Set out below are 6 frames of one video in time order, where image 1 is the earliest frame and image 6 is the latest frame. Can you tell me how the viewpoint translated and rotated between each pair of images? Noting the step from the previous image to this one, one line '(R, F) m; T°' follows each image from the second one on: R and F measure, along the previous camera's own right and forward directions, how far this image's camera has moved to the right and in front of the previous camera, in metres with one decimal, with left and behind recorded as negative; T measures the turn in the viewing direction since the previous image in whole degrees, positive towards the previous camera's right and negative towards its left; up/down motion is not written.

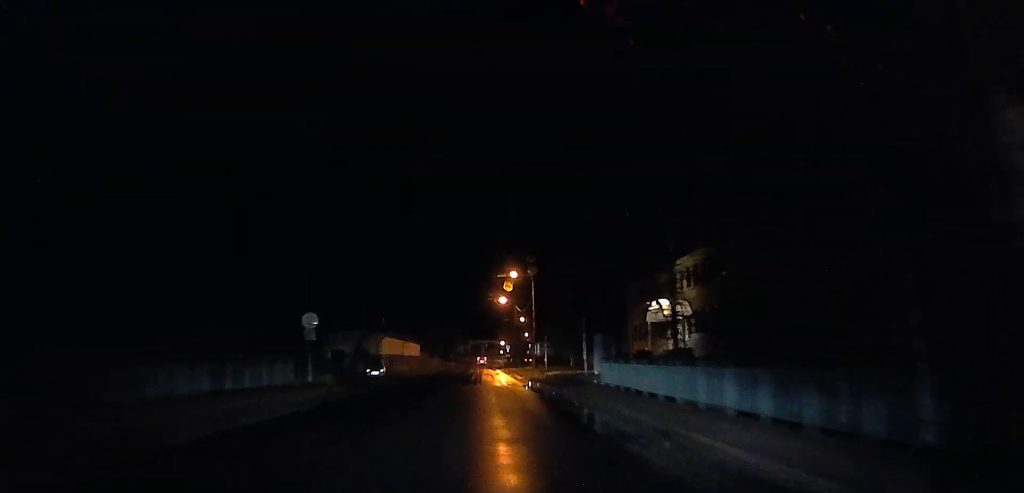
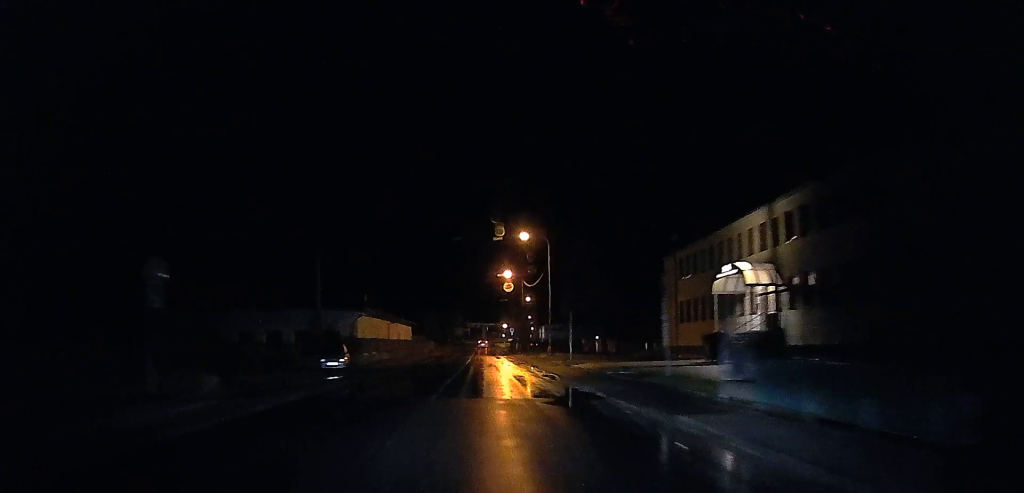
(0.0, +15.3) m; 0°
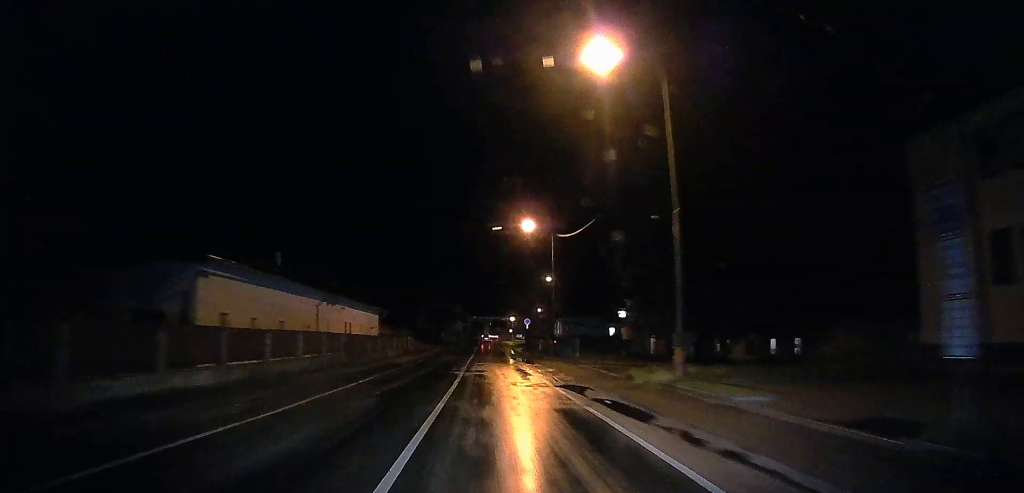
(0.0, +35.1) m; 0°
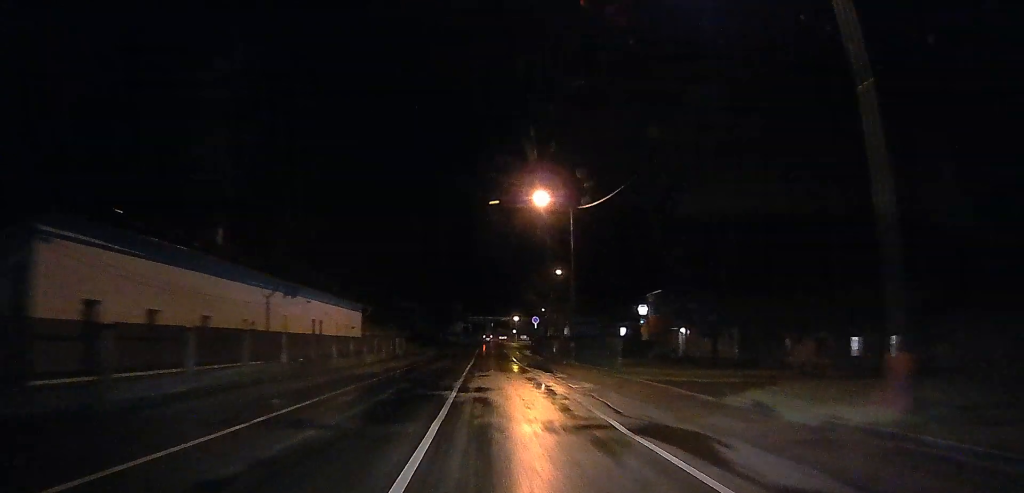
(0.0, +10.7) m; 0°
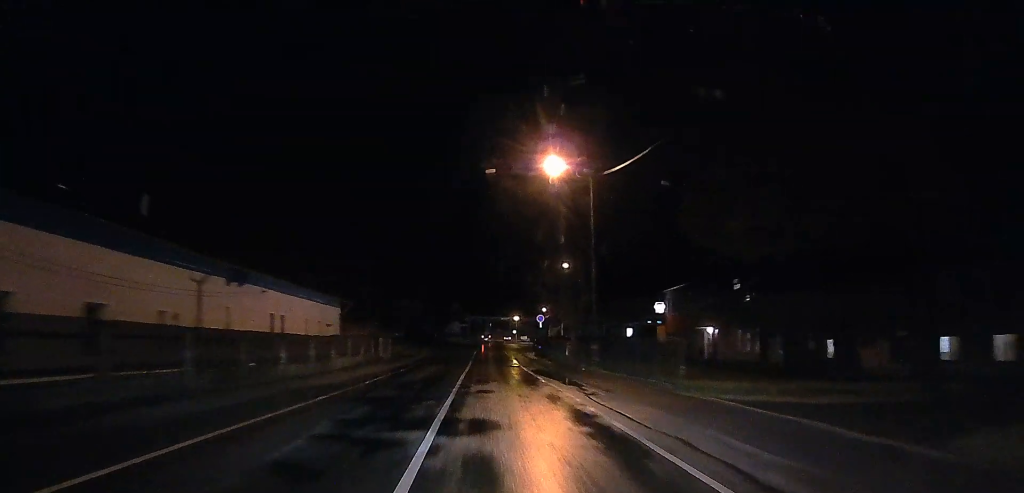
(0.0, +8.4) m; 0°
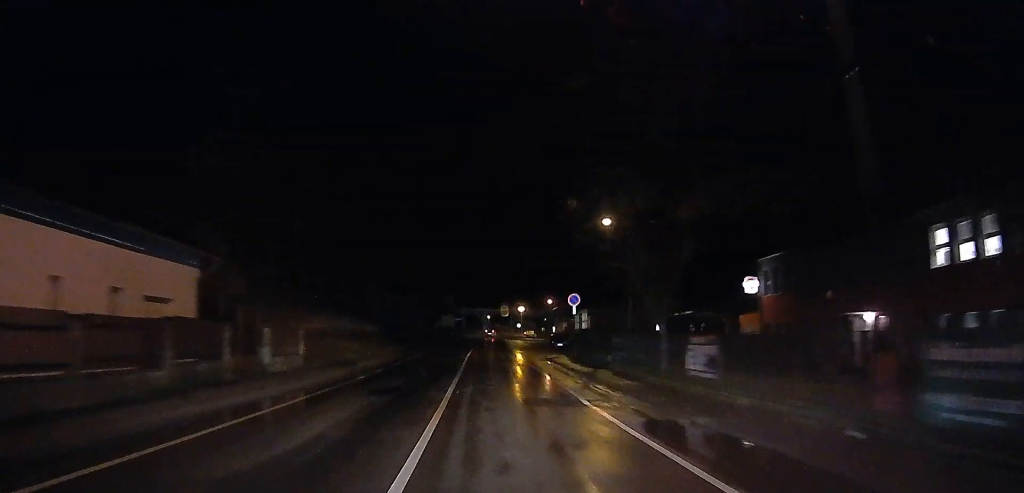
(0.0, +25.6) m; 0°
